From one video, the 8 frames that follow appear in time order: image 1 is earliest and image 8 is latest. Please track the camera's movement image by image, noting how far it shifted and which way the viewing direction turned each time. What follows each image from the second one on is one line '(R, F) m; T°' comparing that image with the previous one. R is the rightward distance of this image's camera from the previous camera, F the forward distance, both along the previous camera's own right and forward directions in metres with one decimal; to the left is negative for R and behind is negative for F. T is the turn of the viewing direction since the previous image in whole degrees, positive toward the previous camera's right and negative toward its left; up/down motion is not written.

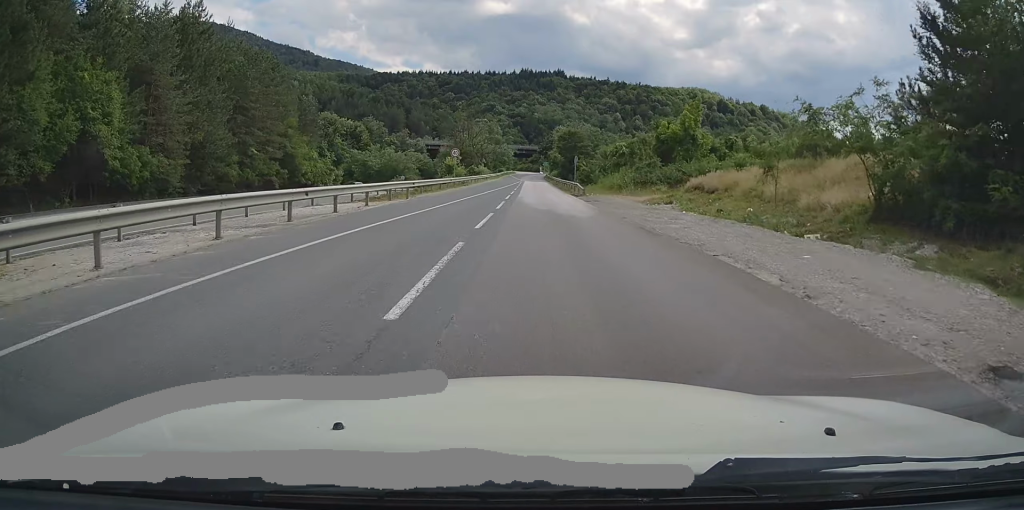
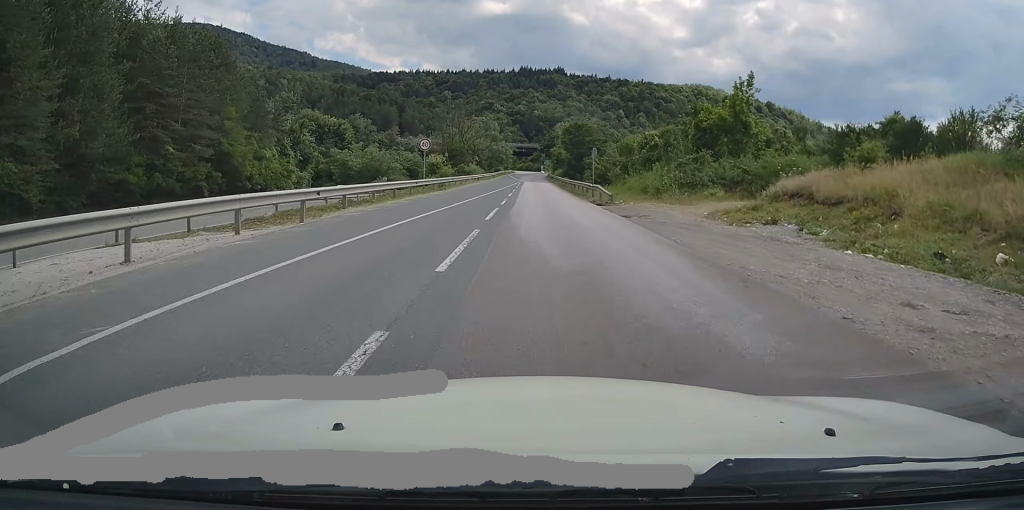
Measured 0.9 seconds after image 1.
(+0.1, +15.3) m; 0°
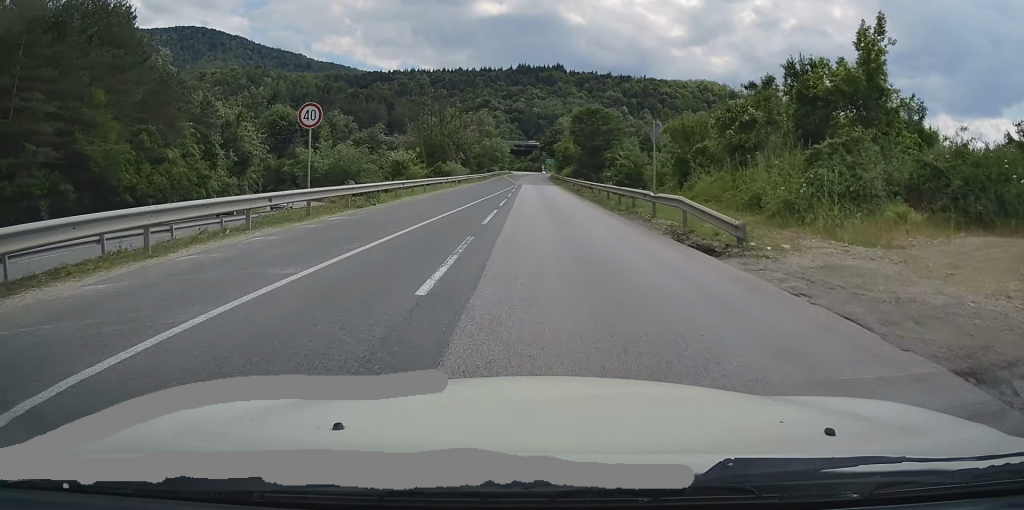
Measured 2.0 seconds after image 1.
(0.0, +19.5) m; 0°
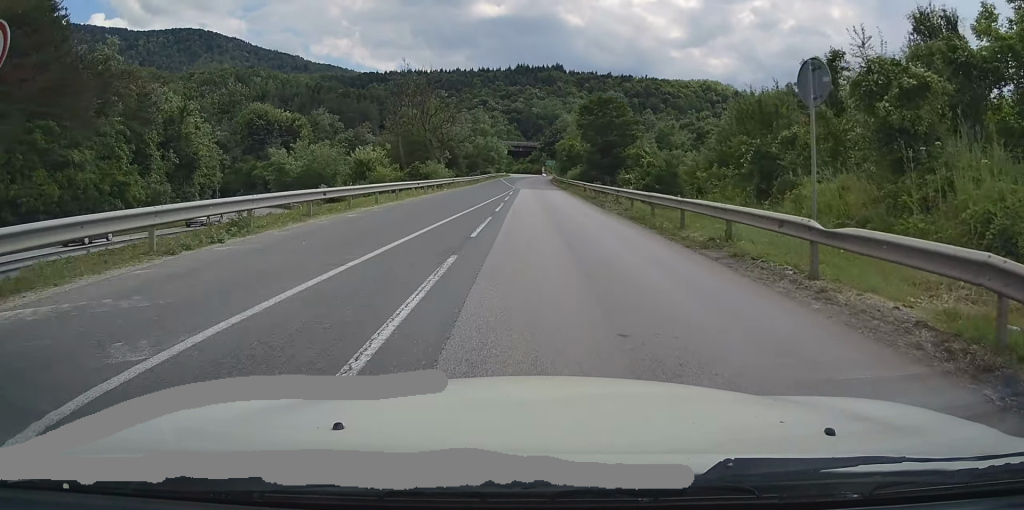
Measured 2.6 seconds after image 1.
(0.0, +11.8) m; 0°
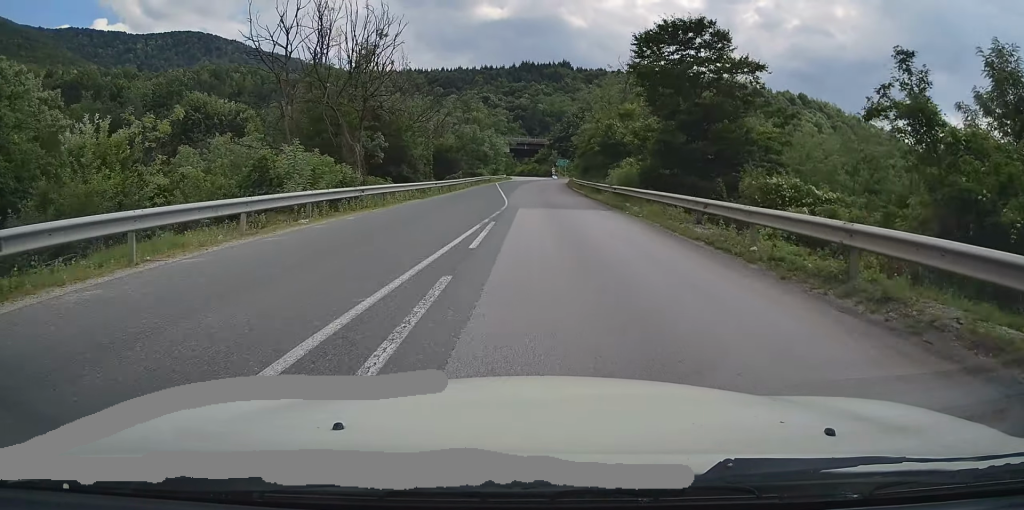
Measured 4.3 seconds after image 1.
(+0.1, +29.3) m; -1°
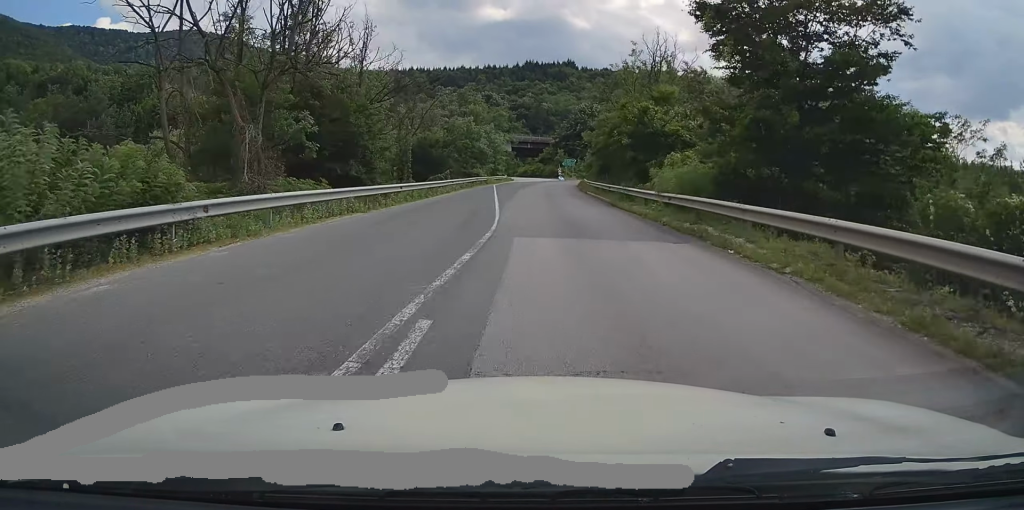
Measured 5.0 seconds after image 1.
(-0.2, +11.5) m; 0°
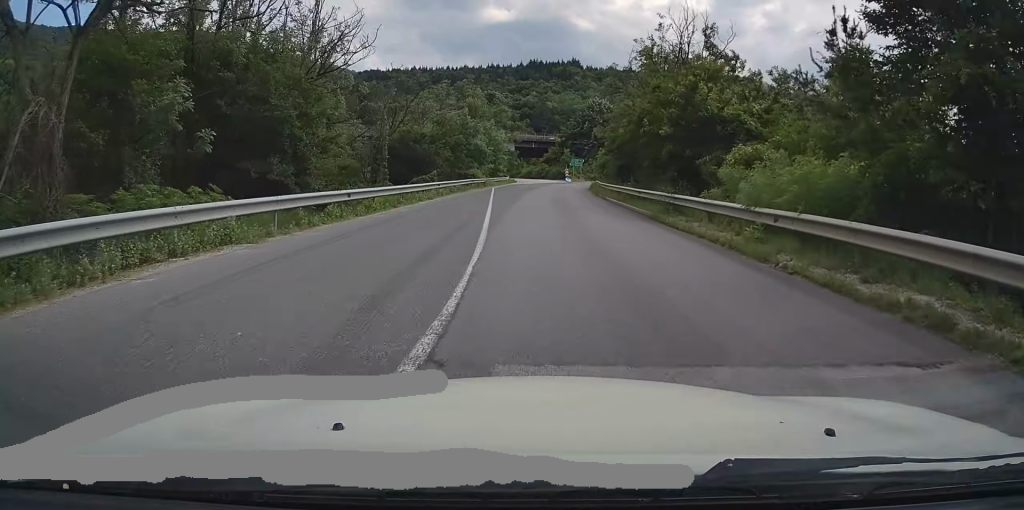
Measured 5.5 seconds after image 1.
(0.0, +8.4) m; 0°
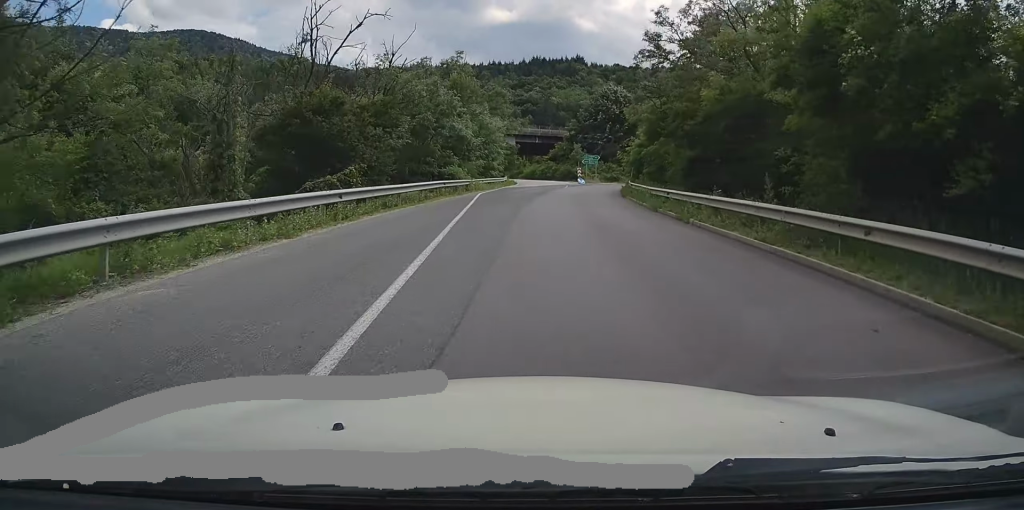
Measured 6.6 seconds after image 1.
(0.0, +18.6) m; 0°
